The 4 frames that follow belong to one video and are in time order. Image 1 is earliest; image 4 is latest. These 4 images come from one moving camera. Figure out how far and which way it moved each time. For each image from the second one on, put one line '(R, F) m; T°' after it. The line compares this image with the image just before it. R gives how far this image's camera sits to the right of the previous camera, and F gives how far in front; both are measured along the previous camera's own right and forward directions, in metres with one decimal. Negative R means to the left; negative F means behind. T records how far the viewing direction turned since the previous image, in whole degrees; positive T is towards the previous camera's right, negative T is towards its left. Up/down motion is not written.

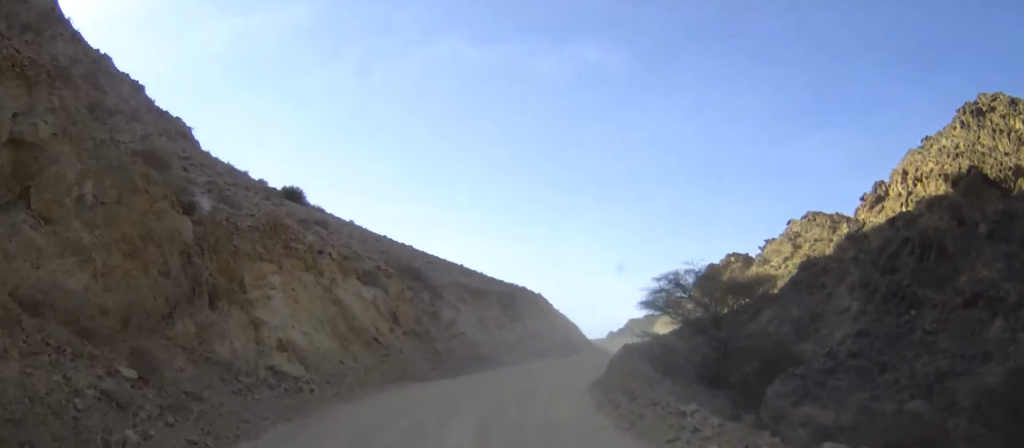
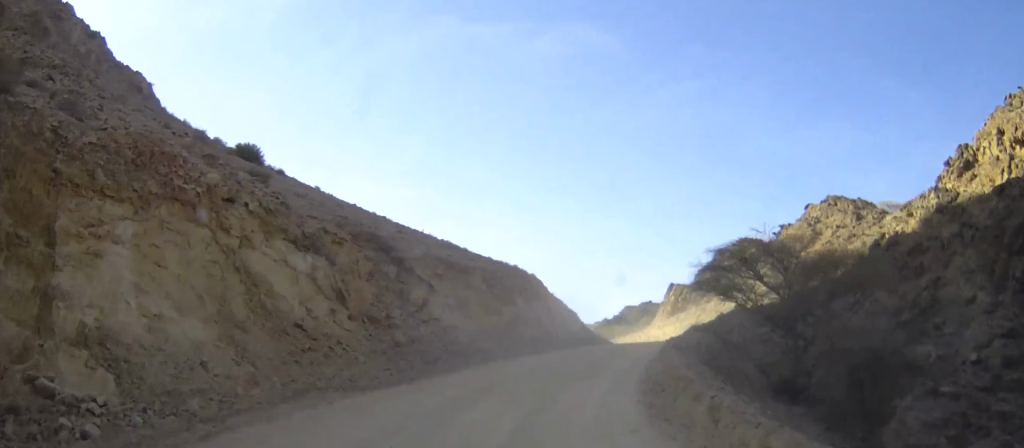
(-0.3, +8.7) m; -1°
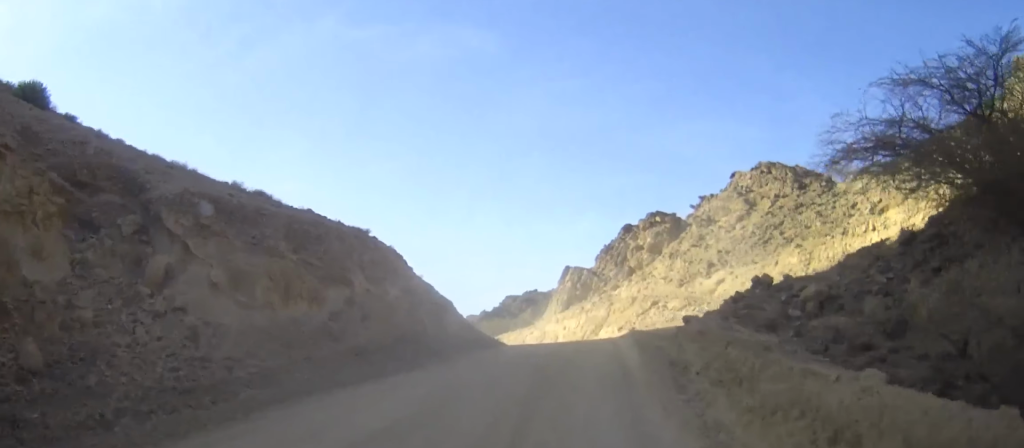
(+0.4, +13.9) m; +7°
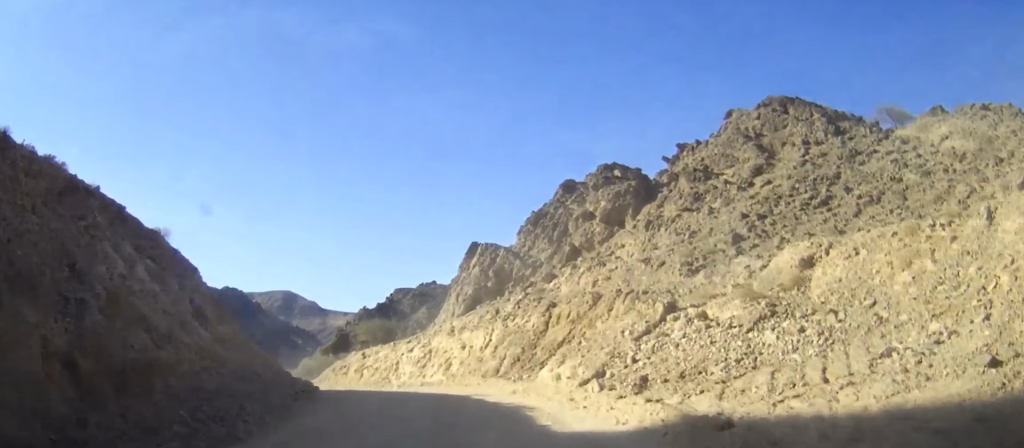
(+3.1, +23.6) m; +10°
